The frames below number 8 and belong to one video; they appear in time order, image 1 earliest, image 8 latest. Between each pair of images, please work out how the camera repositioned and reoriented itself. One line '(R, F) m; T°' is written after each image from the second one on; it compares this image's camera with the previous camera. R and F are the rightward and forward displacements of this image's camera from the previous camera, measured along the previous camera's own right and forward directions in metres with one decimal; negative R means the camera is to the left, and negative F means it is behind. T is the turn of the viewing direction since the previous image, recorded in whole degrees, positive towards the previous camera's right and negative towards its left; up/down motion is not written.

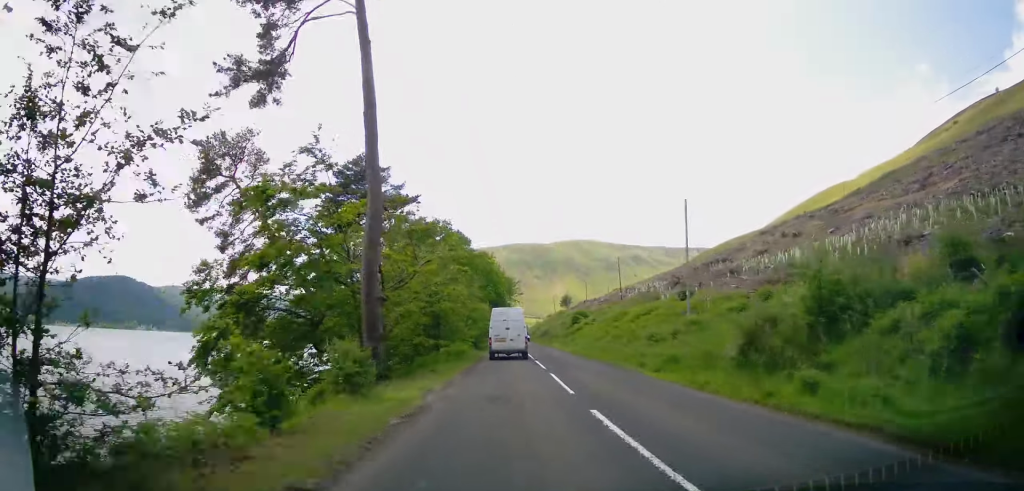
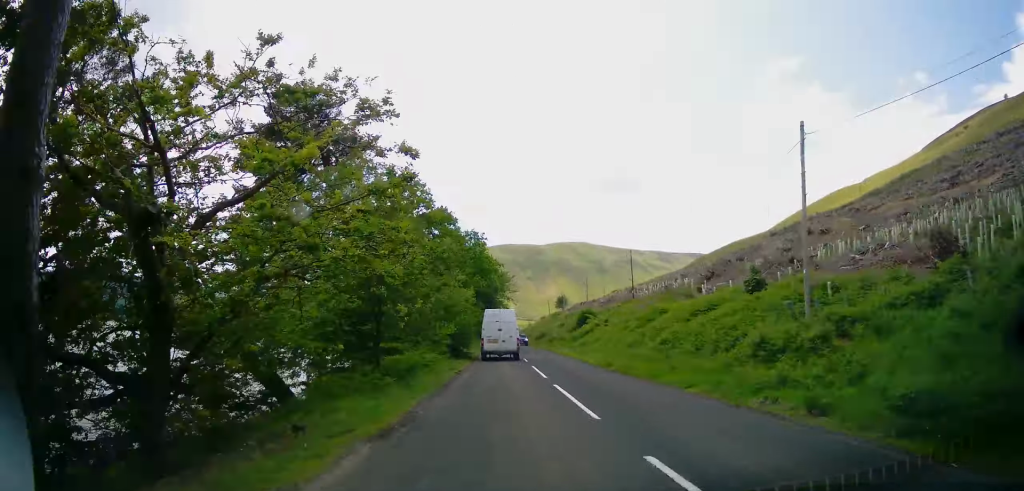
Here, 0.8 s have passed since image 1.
(+0.1, +13.0) m; +1°
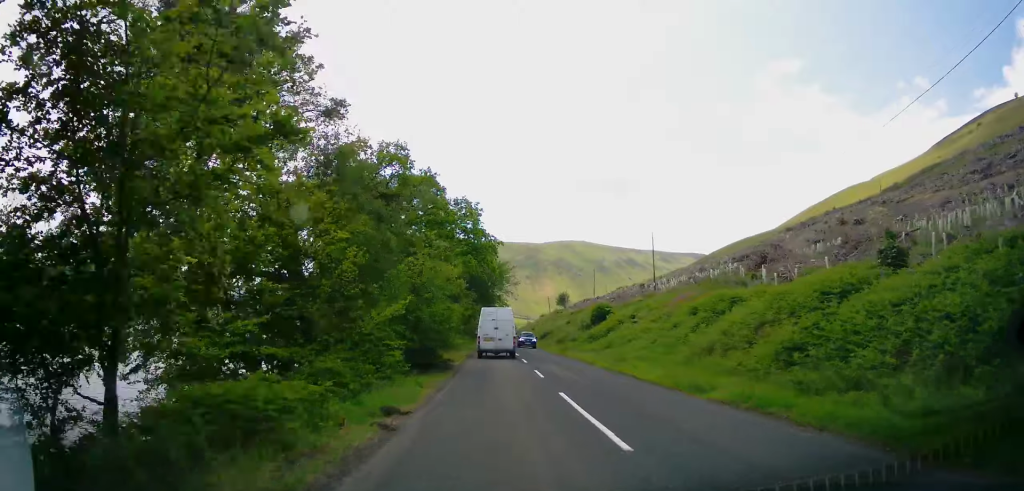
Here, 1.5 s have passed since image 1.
(+0.2, +11.3) m; +1°
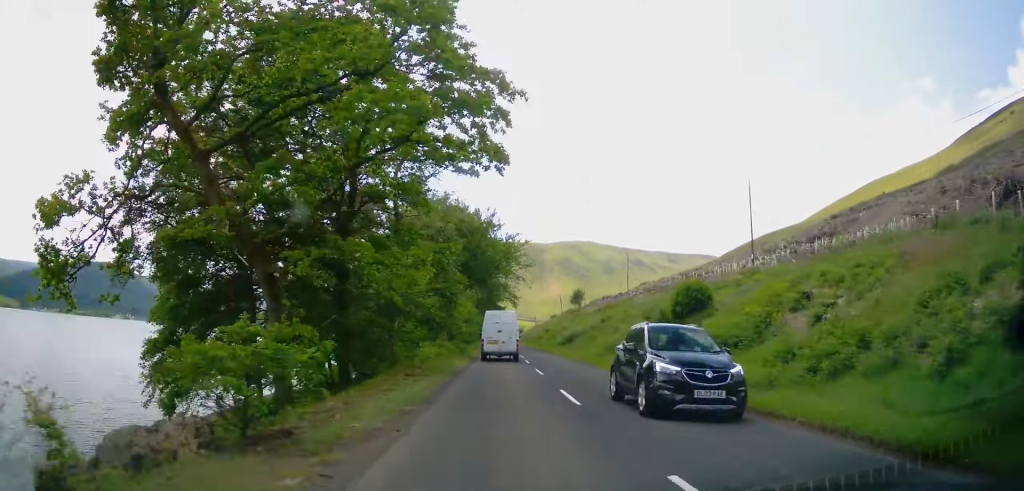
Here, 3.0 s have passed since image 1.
(-0.1, +24.0) m; 0°
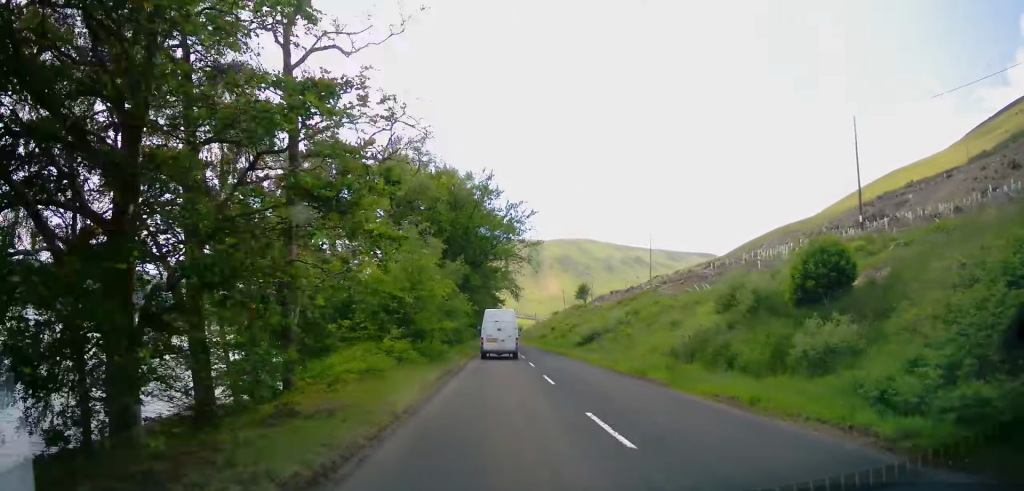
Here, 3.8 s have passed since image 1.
(0.0, +13.3) m; 0°
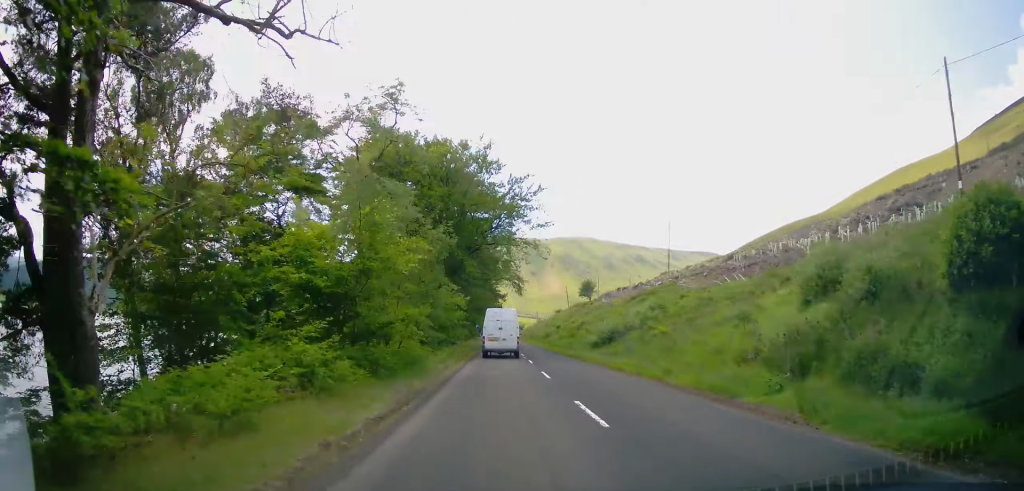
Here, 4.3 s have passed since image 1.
(0.0, +7.4) m; 0°
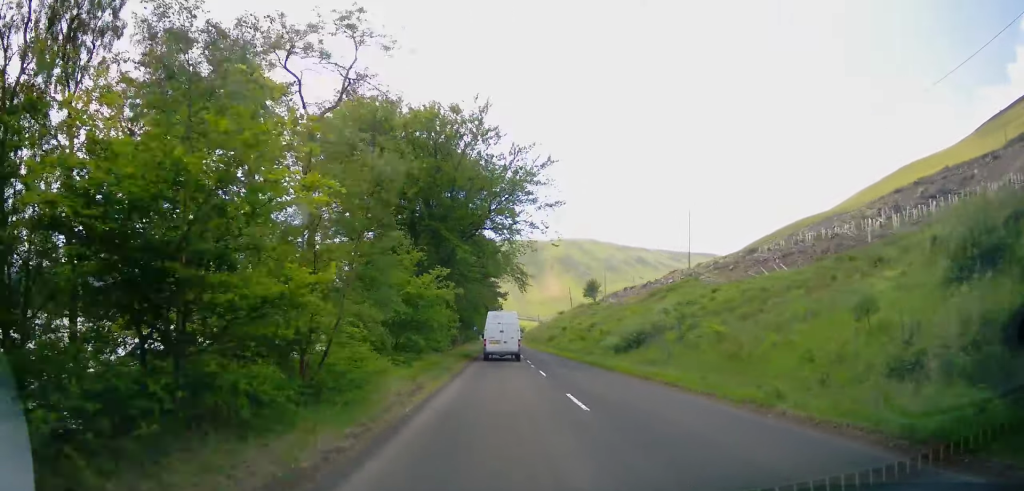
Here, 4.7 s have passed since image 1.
(0.0, +6.9) m; 0°
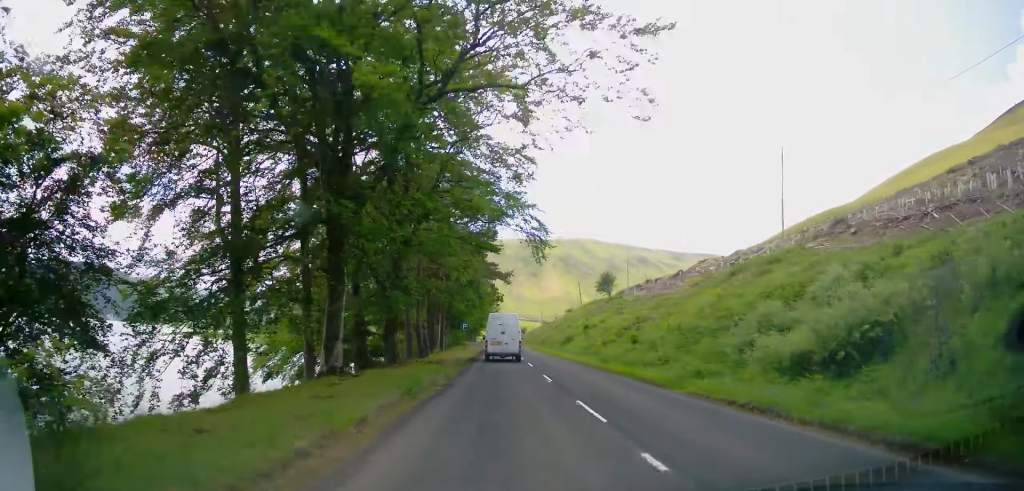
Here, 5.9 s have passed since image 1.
(0.0, +19.1) m; +1°
